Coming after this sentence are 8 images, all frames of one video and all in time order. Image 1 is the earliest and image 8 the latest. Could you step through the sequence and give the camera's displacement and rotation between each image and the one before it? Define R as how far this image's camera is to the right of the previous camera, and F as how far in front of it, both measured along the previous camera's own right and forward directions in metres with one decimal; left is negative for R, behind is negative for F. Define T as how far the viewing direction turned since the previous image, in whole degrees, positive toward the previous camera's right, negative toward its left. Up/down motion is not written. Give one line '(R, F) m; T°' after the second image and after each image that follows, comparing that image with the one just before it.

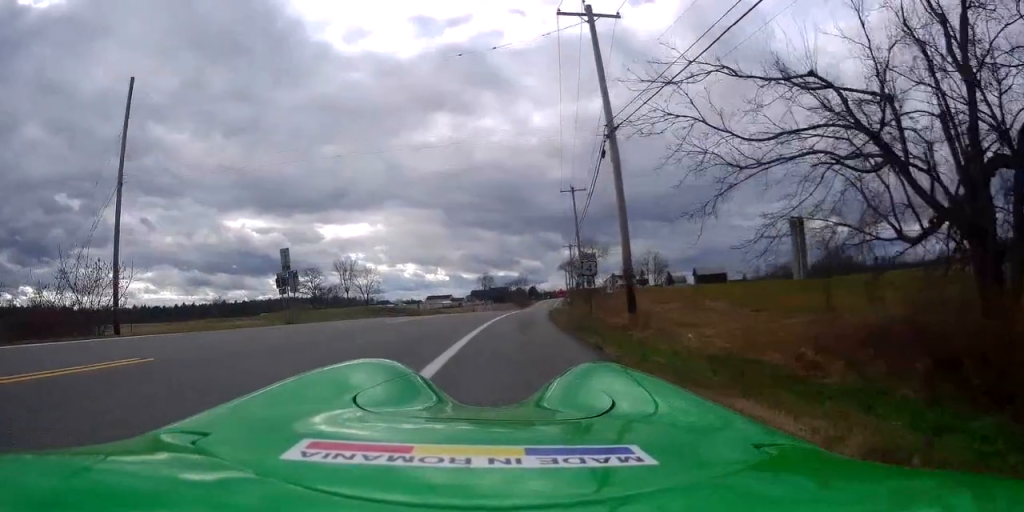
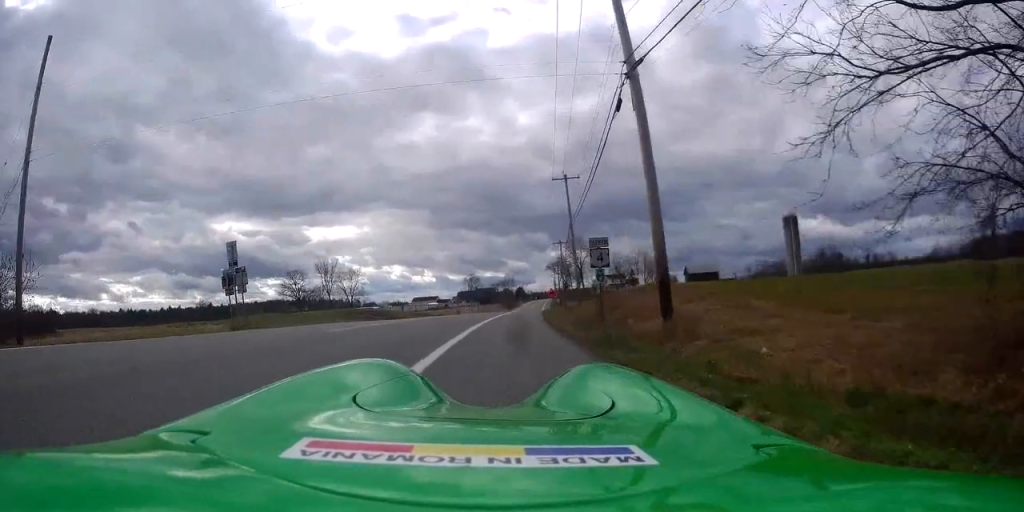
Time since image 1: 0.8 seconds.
(0.0, +5.5) m; +2°
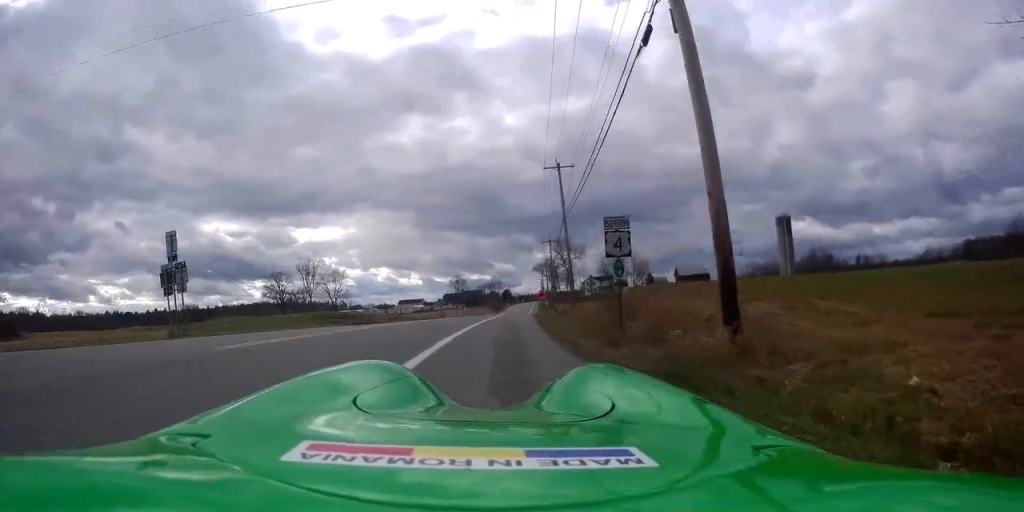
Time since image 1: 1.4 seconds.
(0.0, +4.8) m; +2°
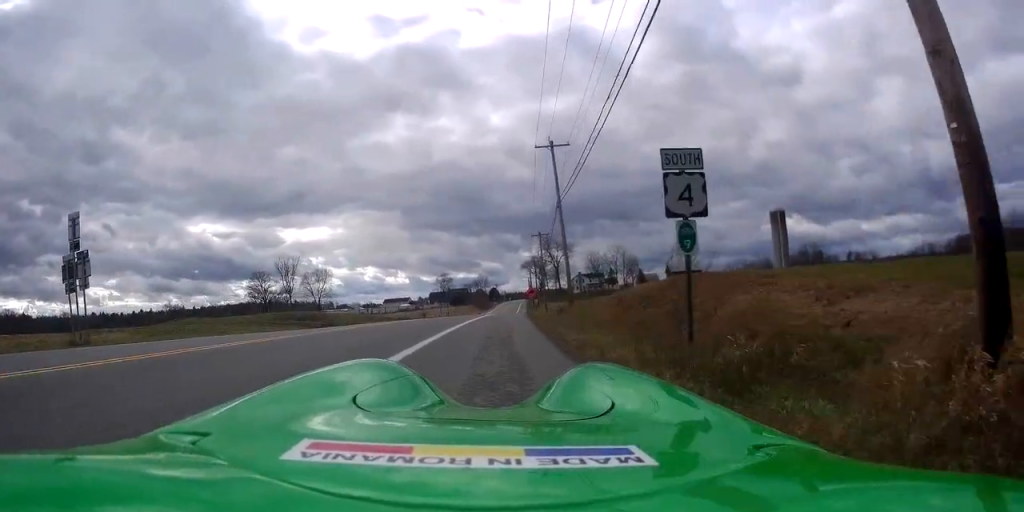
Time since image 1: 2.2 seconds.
(+0.3, +5.9) m; 0°
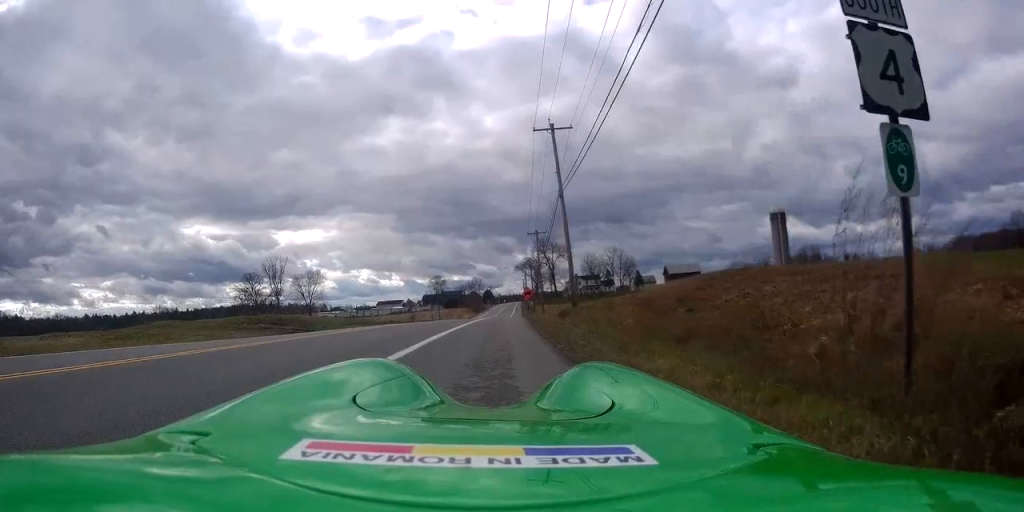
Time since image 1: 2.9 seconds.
(-0.3, +4.8) m; -3°
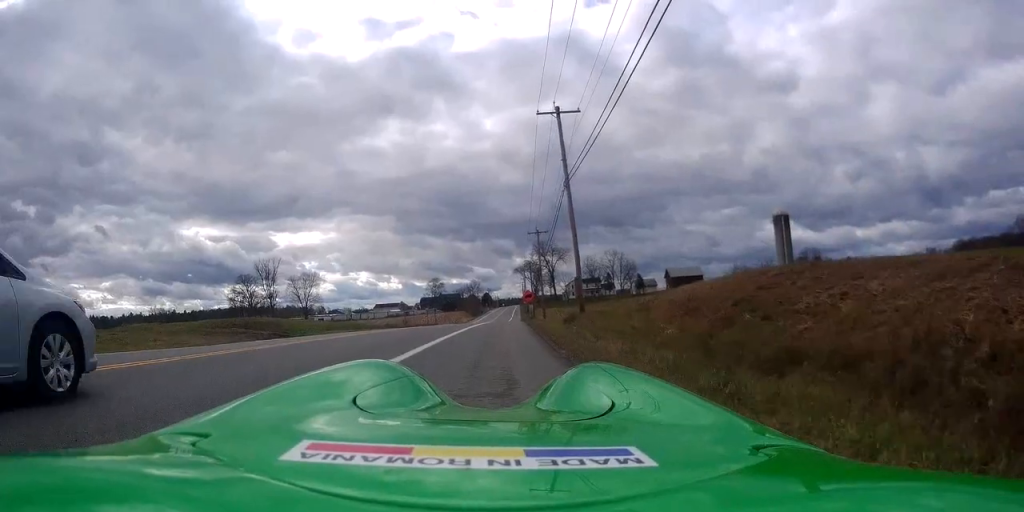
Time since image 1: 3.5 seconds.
(-0.1, +3.8) m; +1°
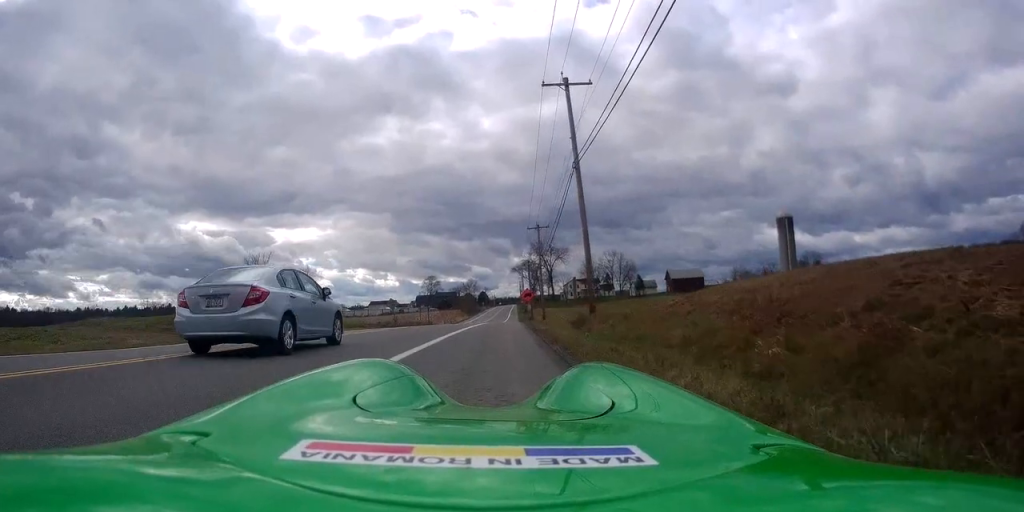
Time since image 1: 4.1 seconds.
(-0.2, +4.4) m; +5°
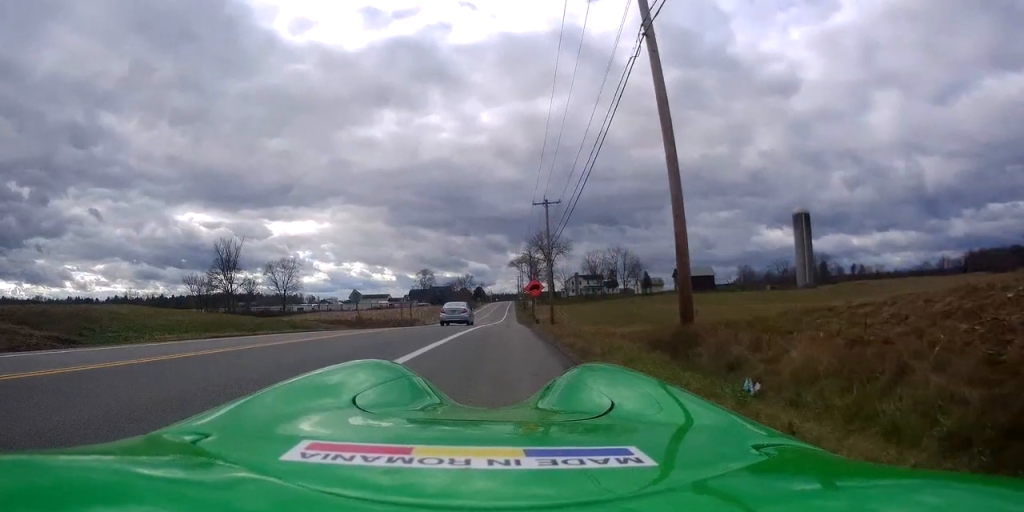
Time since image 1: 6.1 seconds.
(+0.2, +13.7) m; -3°
